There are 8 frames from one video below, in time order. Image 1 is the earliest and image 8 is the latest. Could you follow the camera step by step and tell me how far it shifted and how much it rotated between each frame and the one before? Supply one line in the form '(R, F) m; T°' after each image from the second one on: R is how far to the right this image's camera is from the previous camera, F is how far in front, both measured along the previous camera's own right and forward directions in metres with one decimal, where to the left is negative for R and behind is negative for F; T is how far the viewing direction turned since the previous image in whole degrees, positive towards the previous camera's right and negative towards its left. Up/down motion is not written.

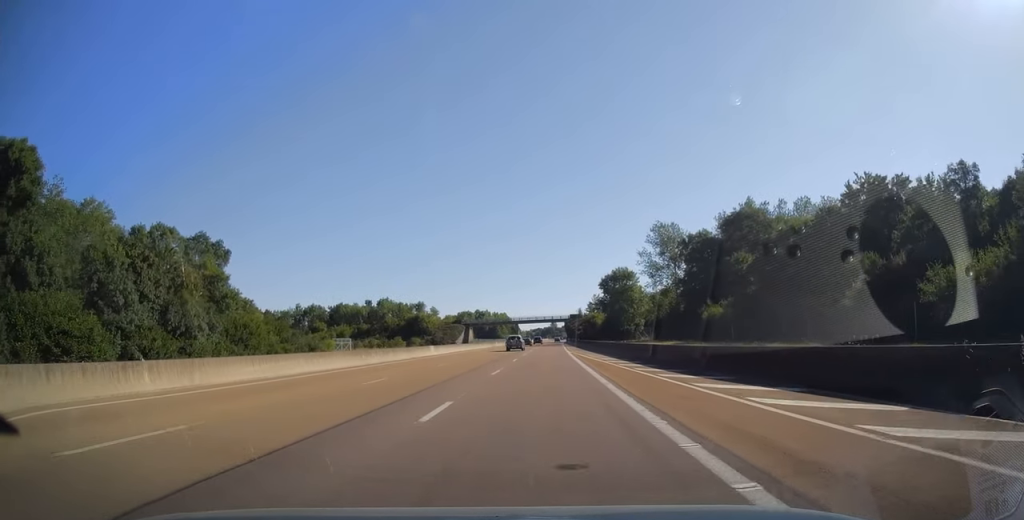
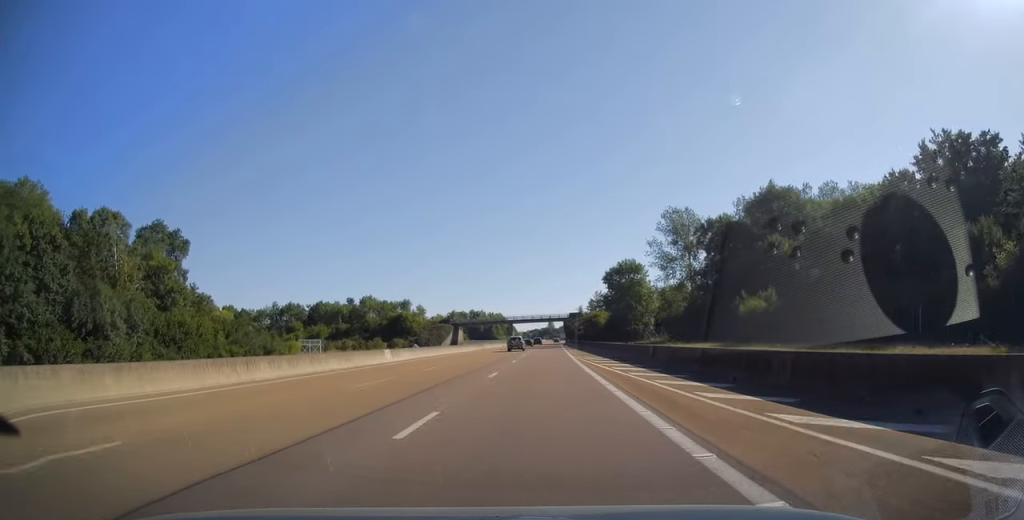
(0.0, +14.7) m; 0°
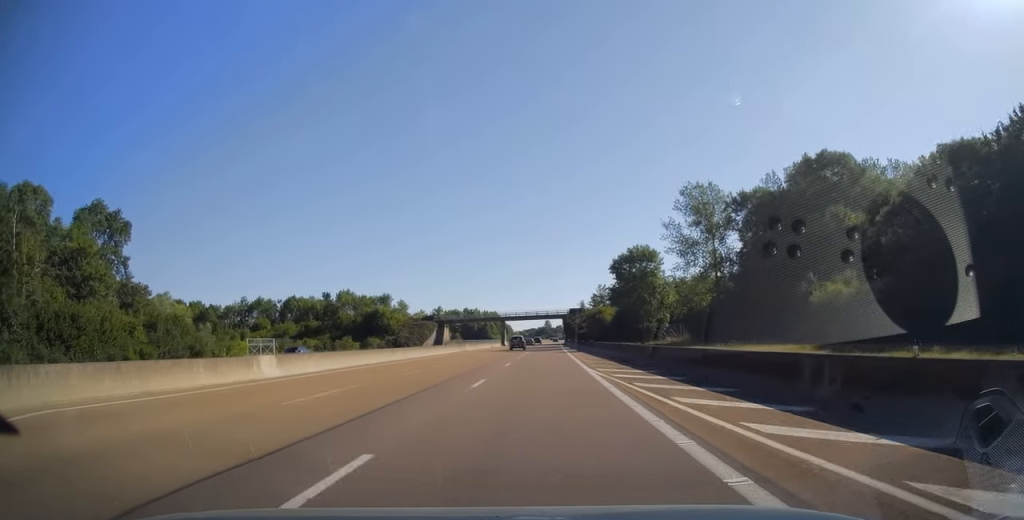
(+0.1, +17.2) m; 0°
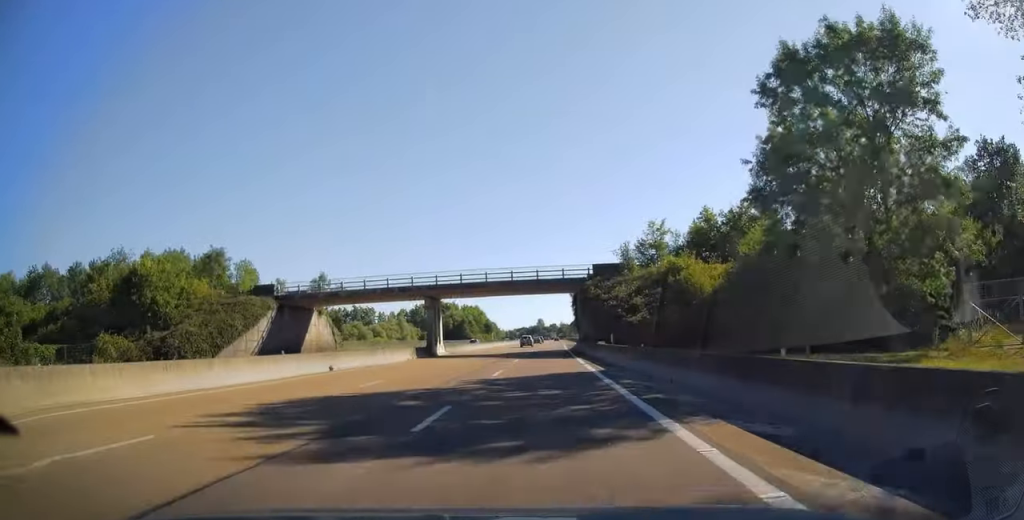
(+0.6, +72.9) m; +1°
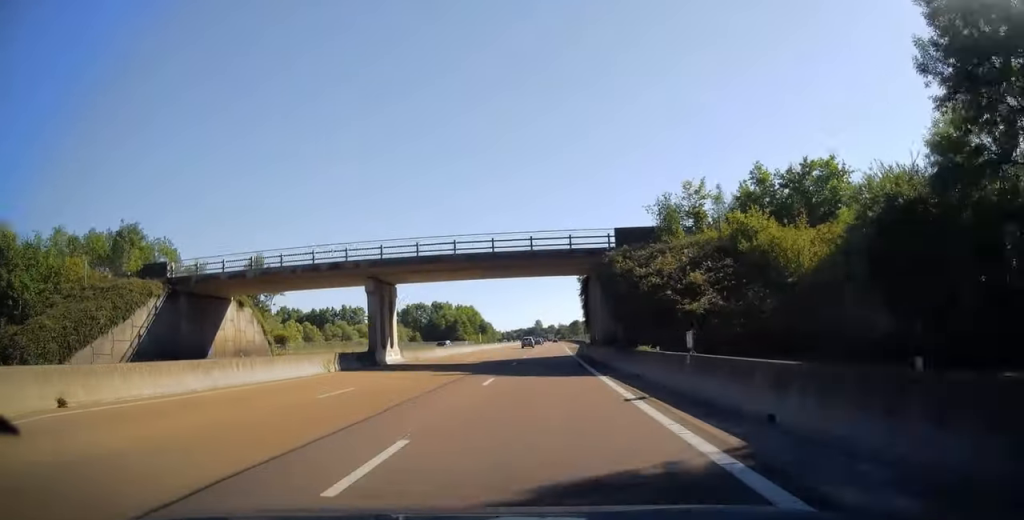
(0.0, +16.7) m; 0°
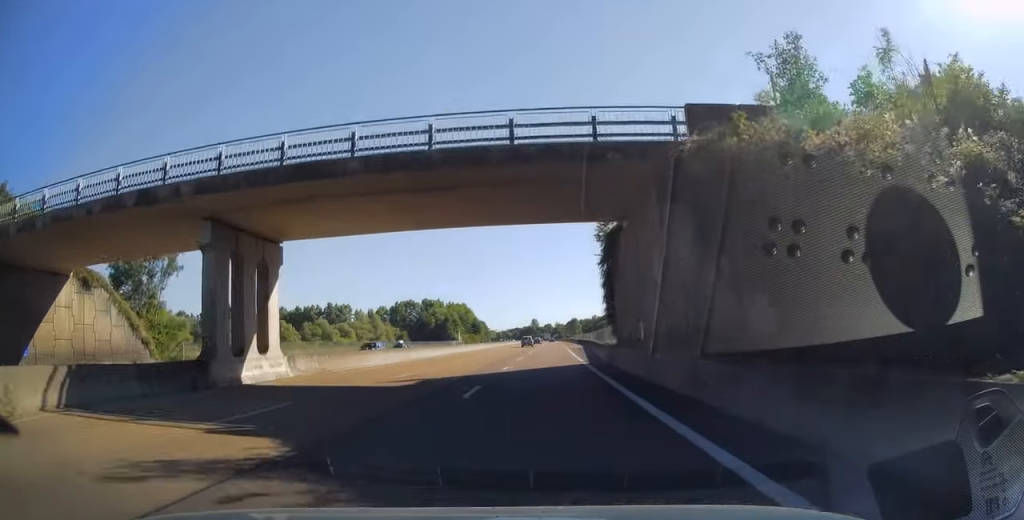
(0.0, +17.7) m; 0°
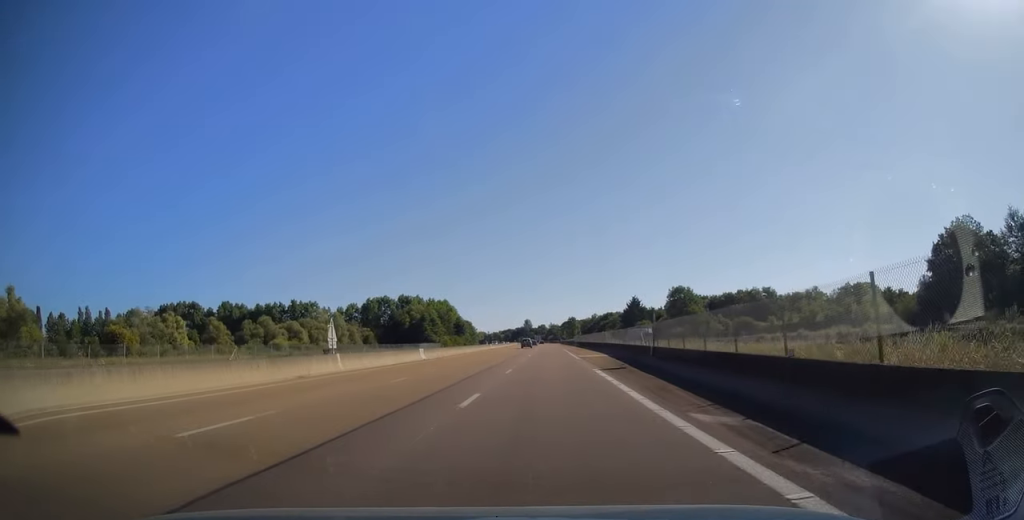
(+0.1, +40.0) m; 0°
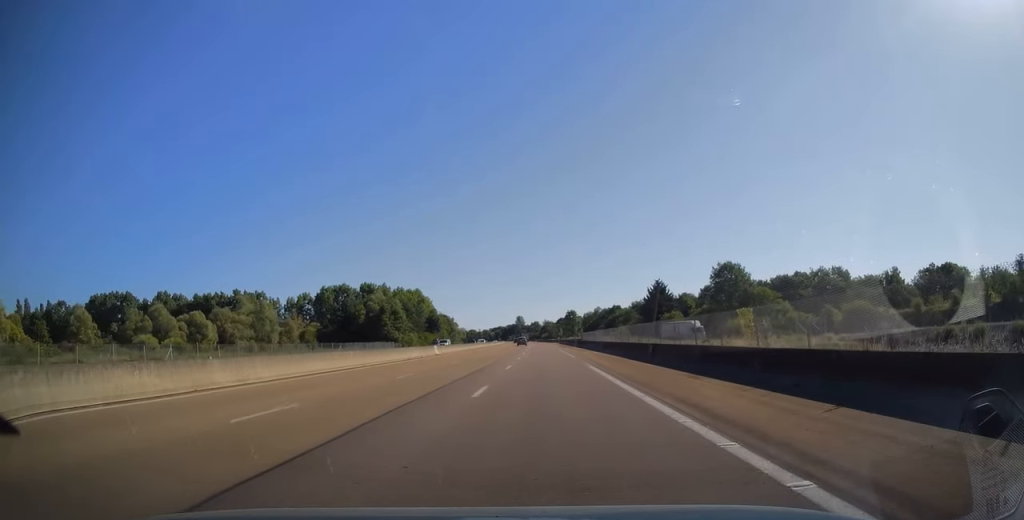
(+0.3, +50.2) m; +1°
